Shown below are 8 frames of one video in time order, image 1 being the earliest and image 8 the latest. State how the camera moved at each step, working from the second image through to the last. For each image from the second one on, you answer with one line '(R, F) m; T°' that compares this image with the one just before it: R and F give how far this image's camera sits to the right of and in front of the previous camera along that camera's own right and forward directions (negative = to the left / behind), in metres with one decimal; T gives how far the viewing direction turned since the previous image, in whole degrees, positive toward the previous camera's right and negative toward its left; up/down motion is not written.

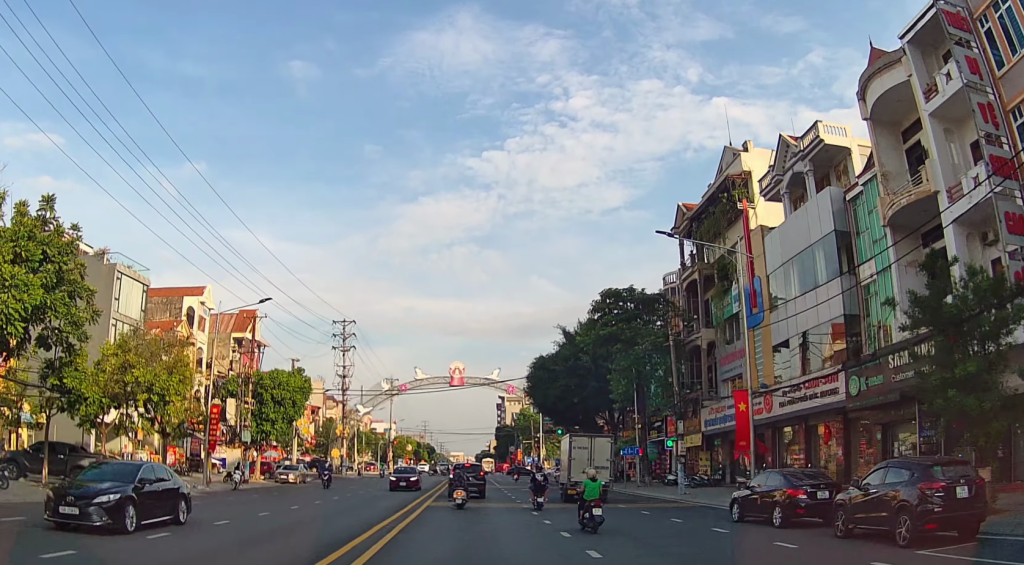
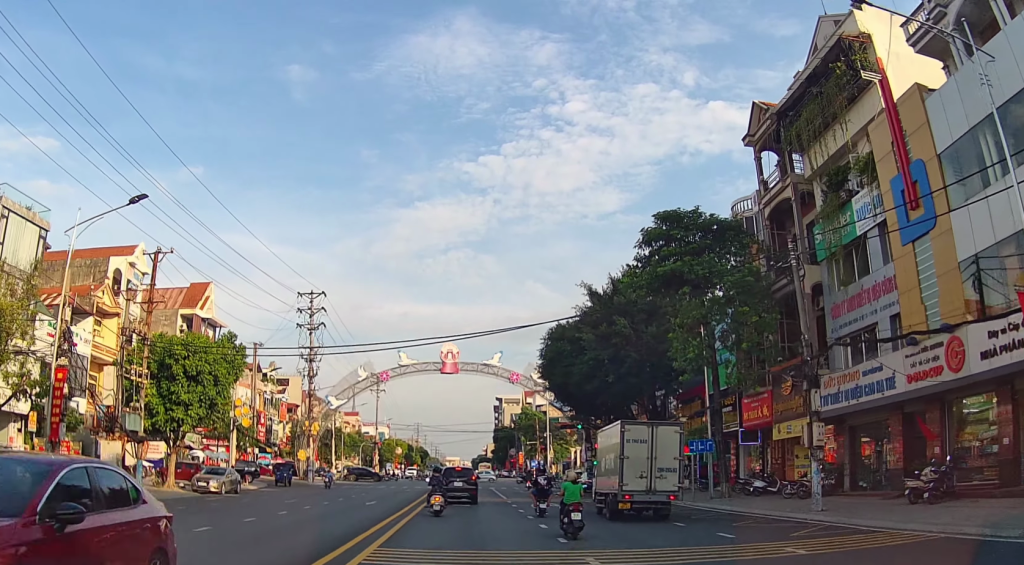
(-0.7, +15.9) m; -1°
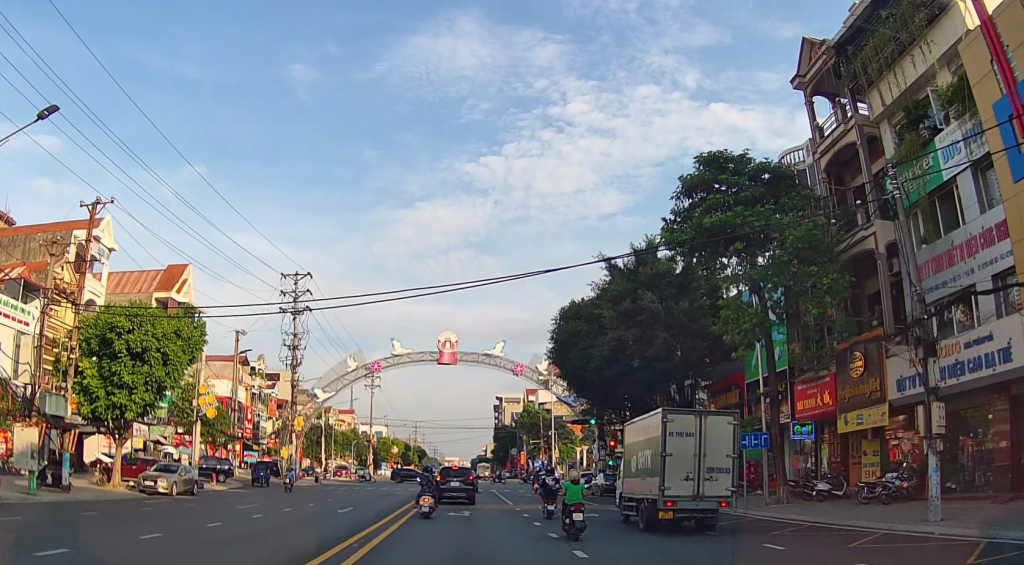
(+0.3, +7.0) m; -1°
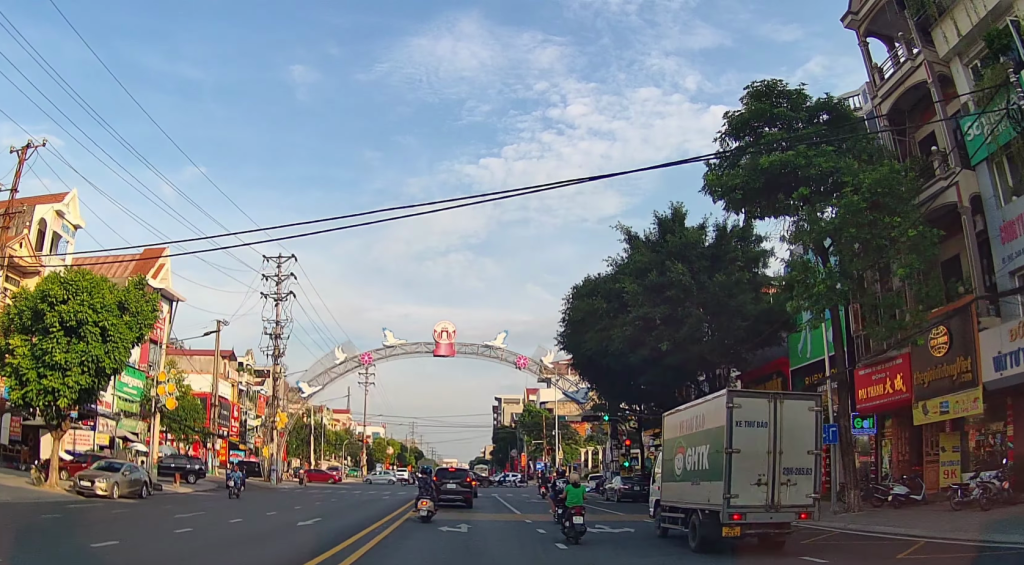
(-0.4, +6.0) m; -4°
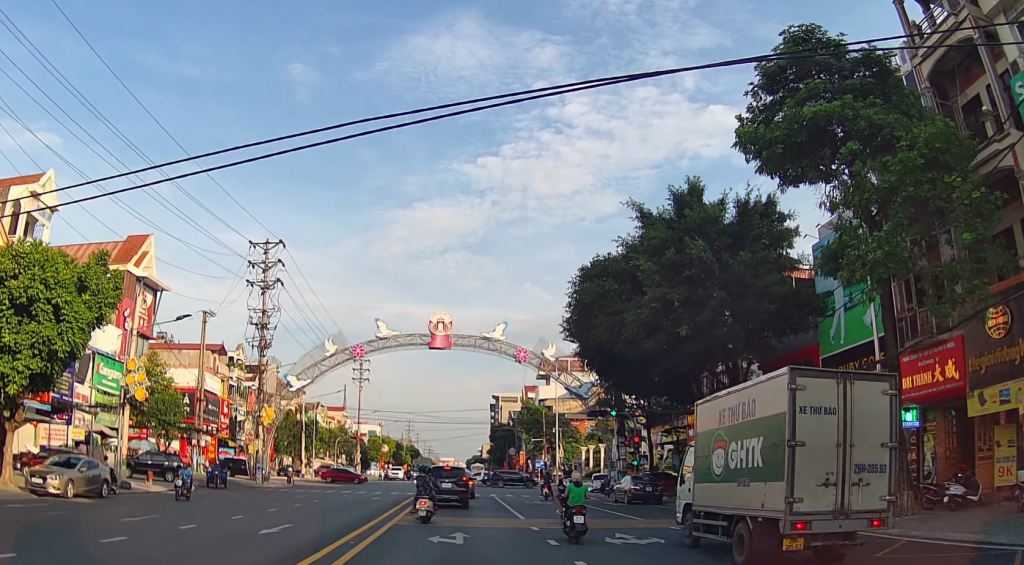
(0.0, +3.8) m; 0°
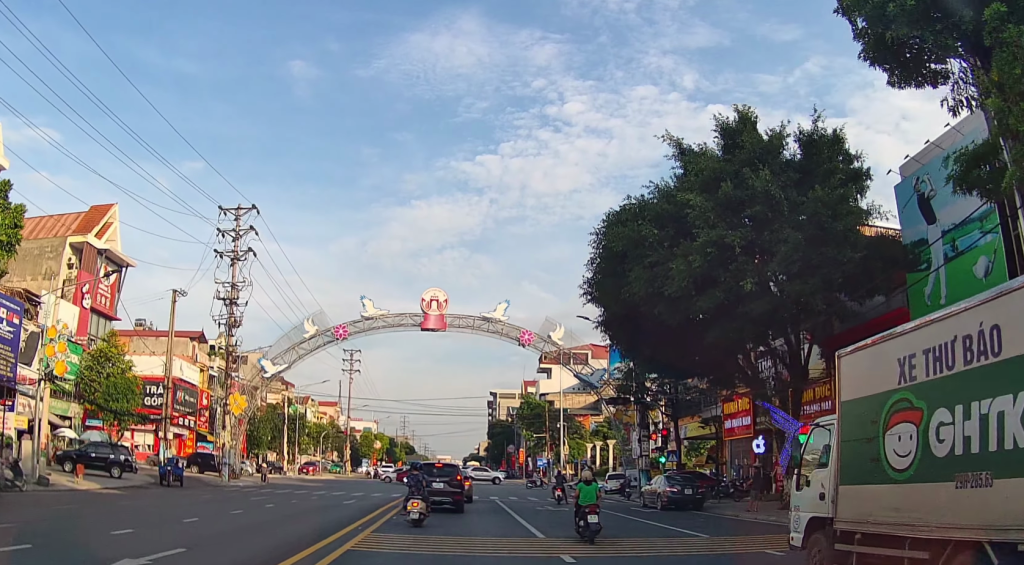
(0.0, +7.2) m; 0°
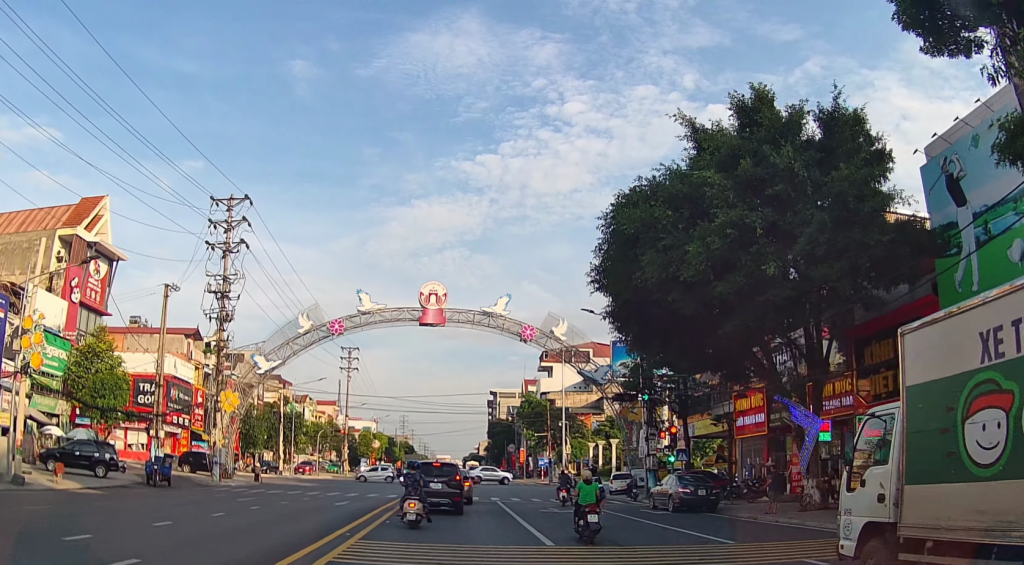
(0.0, +1.8) m; 0°
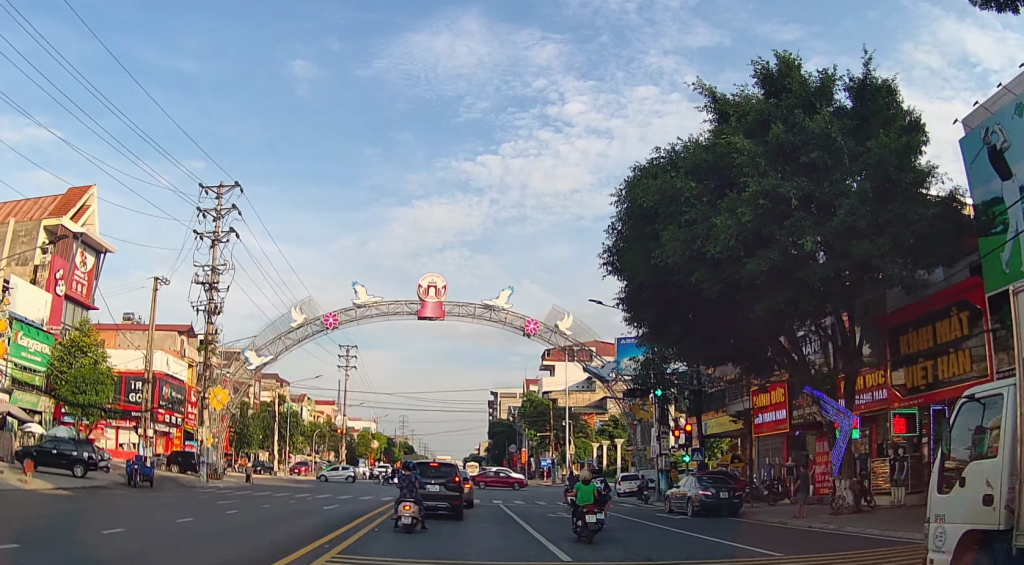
(0.0, +2.5) m; 0°
